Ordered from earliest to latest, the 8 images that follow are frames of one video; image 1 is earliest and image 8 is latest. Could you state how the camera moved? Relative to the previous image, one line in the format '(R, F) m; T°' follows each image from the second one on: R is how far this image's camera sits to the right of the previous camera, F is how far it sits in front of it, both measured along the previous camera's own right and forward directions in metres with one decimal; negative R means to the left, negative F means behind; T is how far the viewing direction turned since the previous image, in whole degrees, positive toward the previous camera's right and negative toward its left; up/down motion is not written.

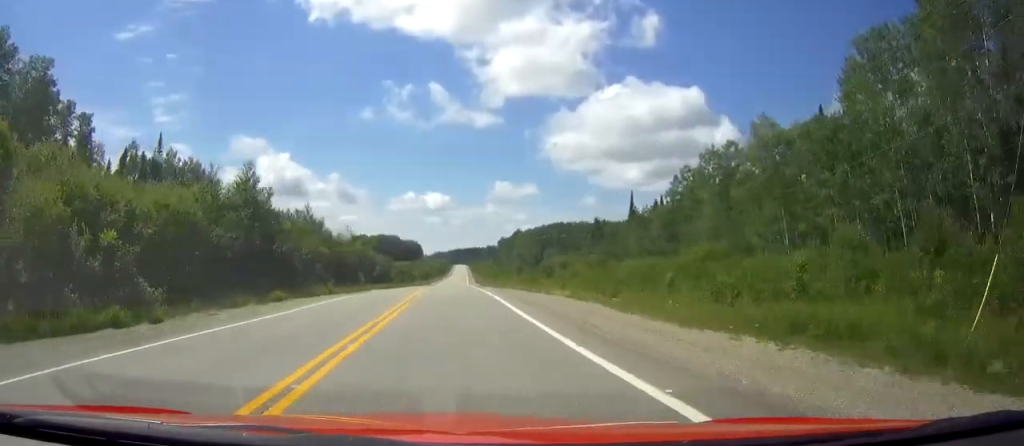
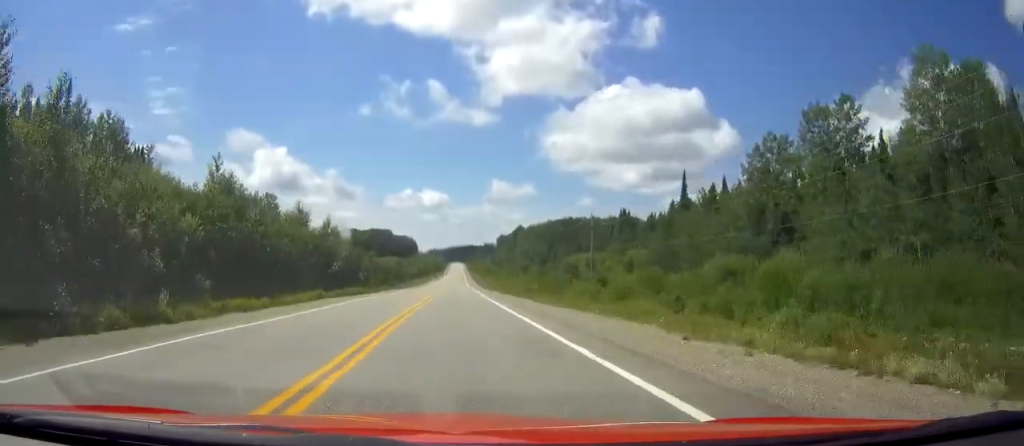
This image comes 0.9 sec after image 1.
(+0.1, +27.2) m; +1°
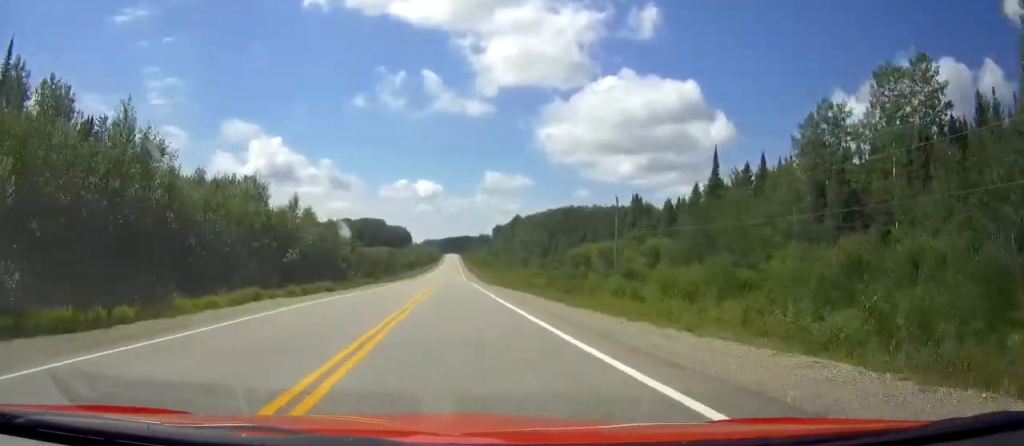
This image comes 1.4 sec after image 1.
(0.0, +12.7) m; 0°
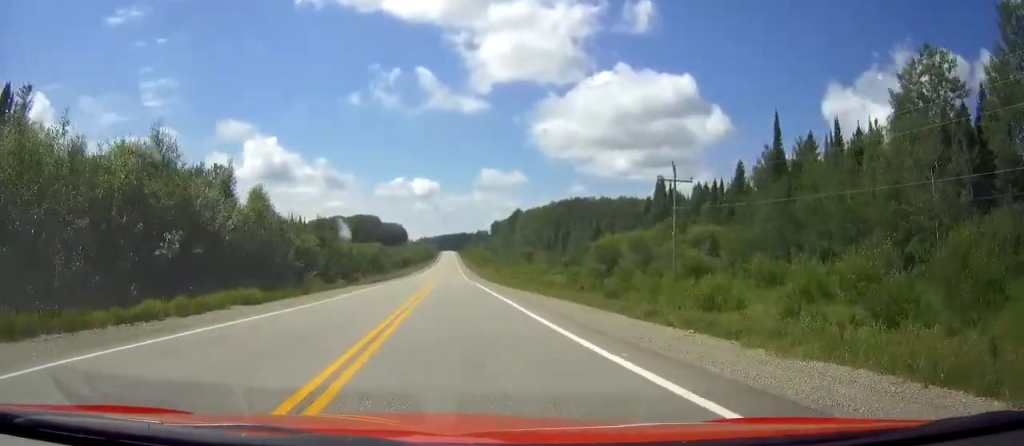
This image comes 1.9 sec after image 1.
(+0.1, +16.6) m; 0°
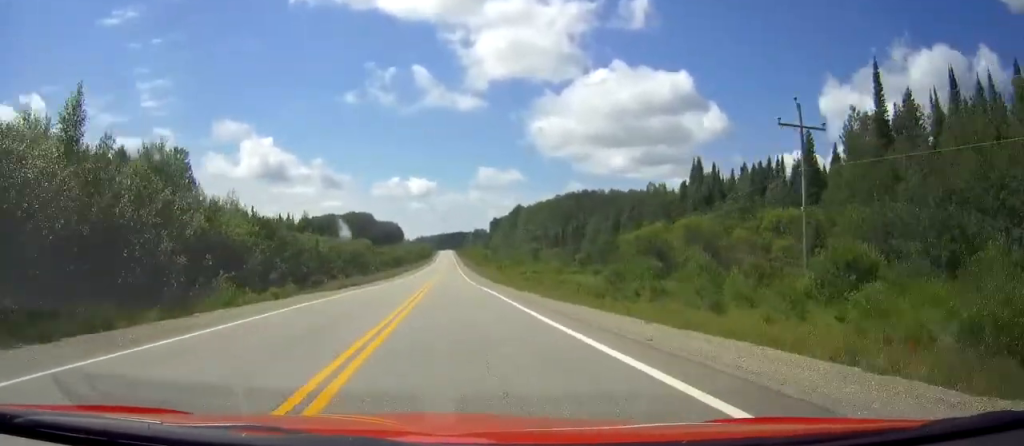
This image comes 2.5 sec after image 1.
(+0.1, +17.6) m; 0°
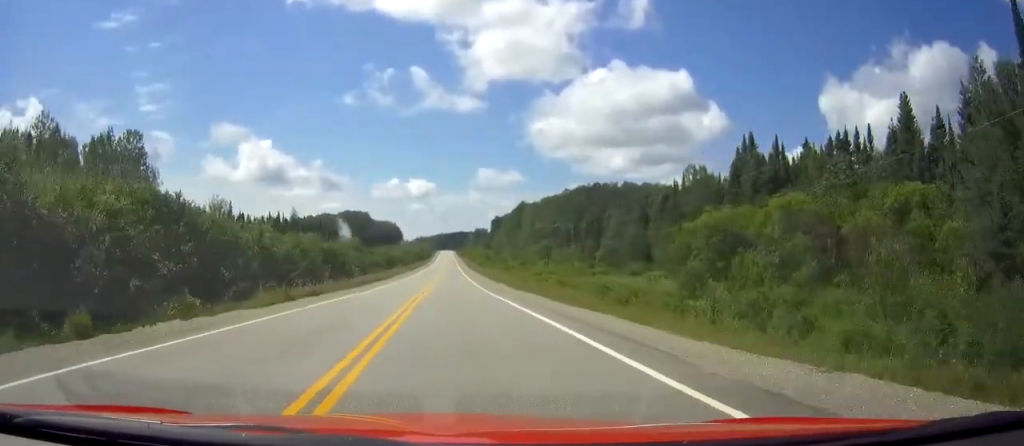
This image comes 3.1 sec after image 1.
(+0.1, +16.7) m; 0°
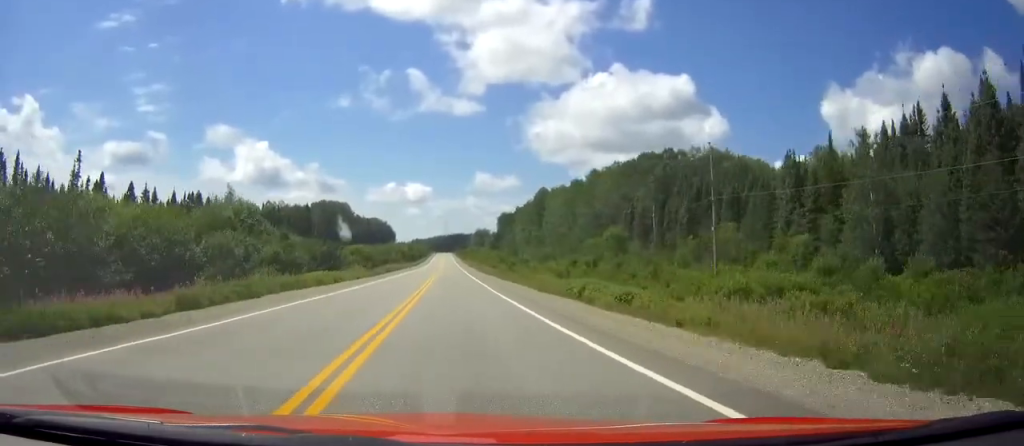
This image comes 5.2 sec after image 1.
(-0.2, +63.6) m; 0°
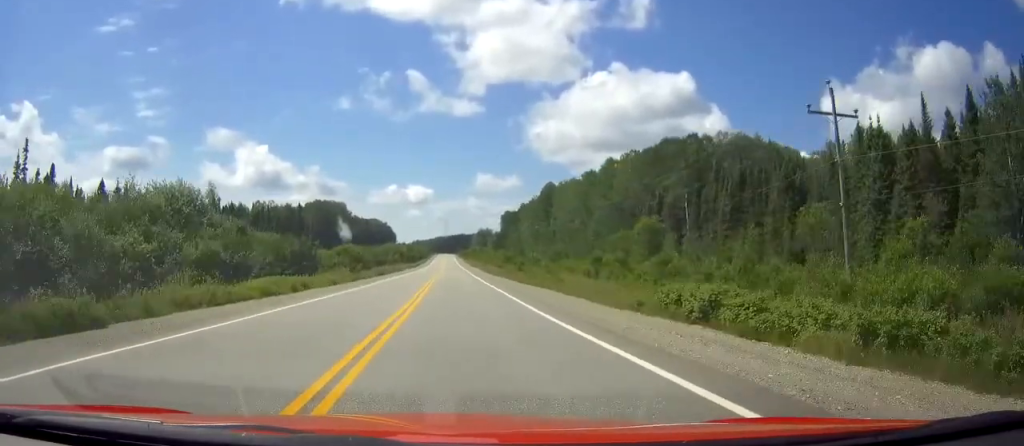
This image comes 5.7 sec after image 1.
(0.0, +13.1) m; 0°
